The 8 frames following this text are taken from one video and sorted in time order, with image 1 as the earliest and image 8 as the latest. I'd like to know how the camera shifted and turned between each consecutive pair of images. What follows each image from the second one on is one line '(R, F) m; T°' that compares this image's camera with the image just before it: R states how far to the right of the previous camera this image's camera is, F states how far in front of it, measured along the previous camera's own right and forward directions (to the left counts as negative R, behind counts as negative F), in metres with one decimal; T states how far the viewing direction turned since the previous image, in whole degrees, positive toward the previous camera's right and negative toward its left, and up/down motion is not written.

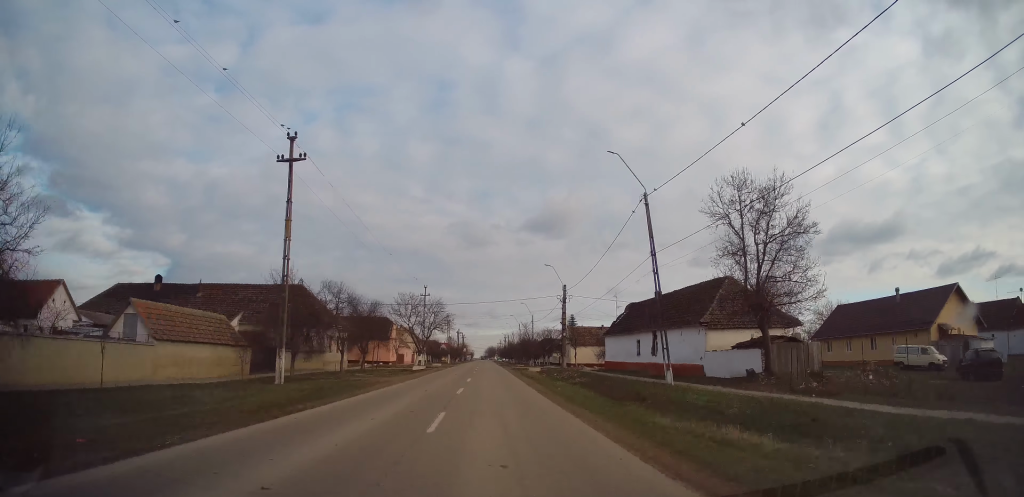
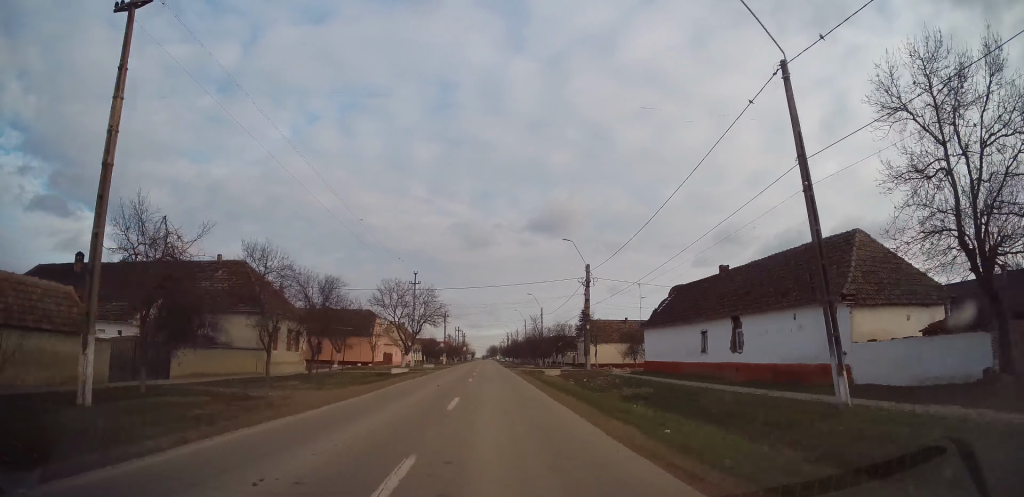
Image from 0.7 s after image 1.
(0.0, +14.3) m; -1°
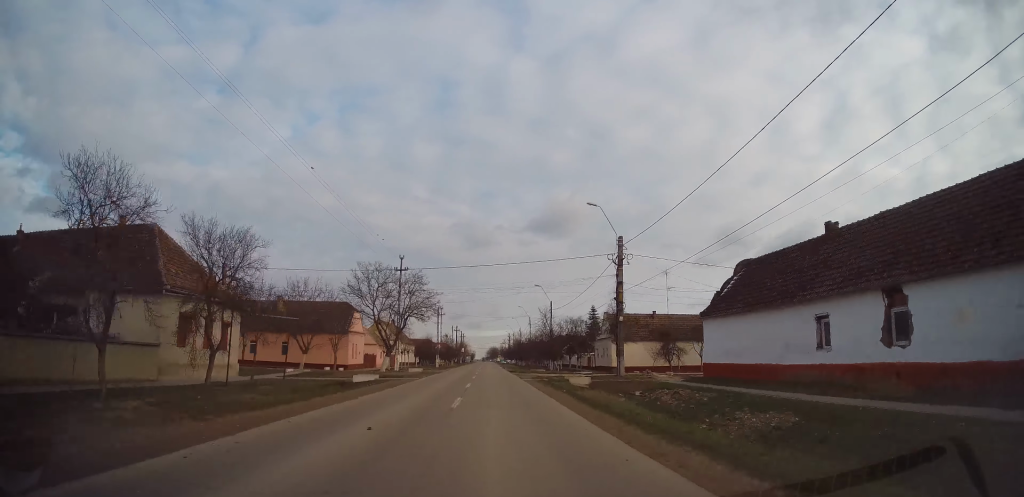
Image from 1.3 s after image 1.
(-0.3, +12.7) m; 0°
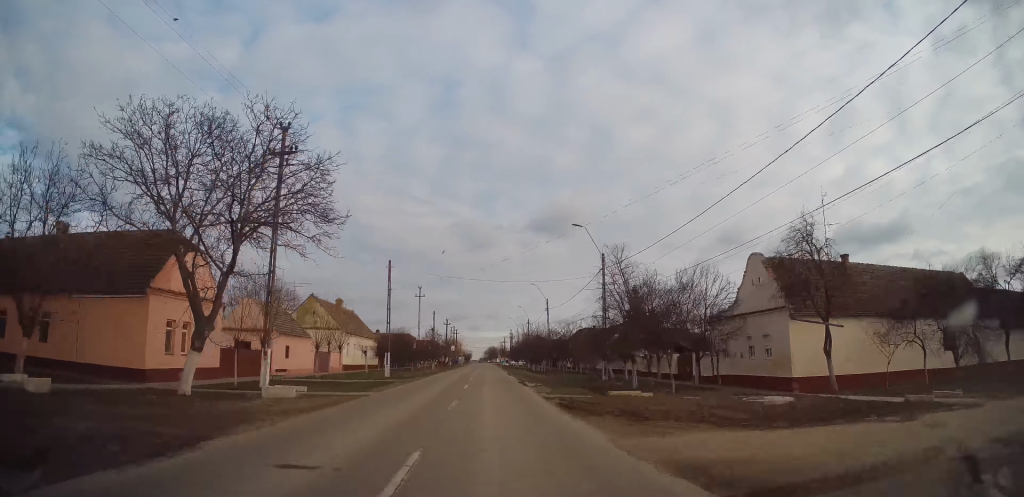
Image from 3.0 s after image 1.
(+0.4, +36.1) m; 0°
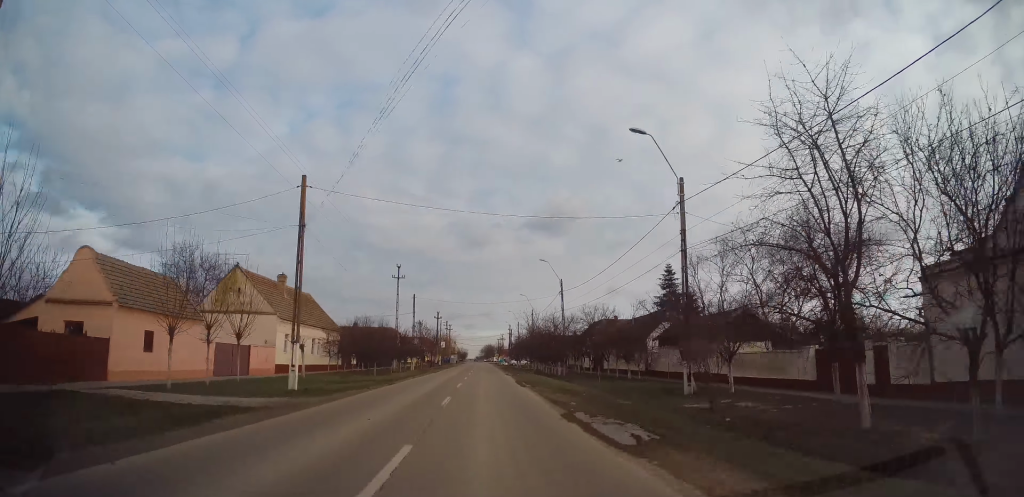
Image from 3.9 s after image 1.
(-0.2, +17.7) m; -1°
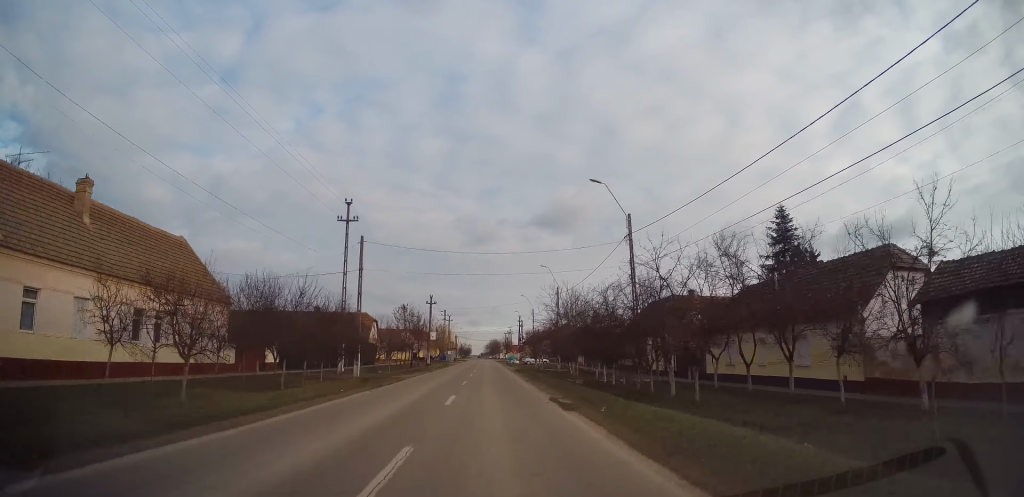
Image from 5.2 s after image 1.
(+0.2, +27.4) m; 0°
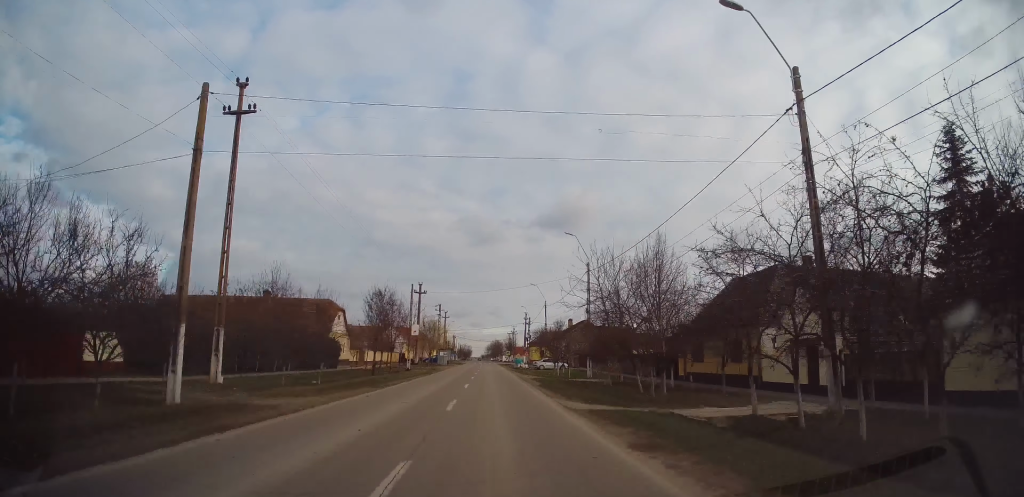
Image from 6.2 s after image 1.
(-0.2, +19.0) m; 0°
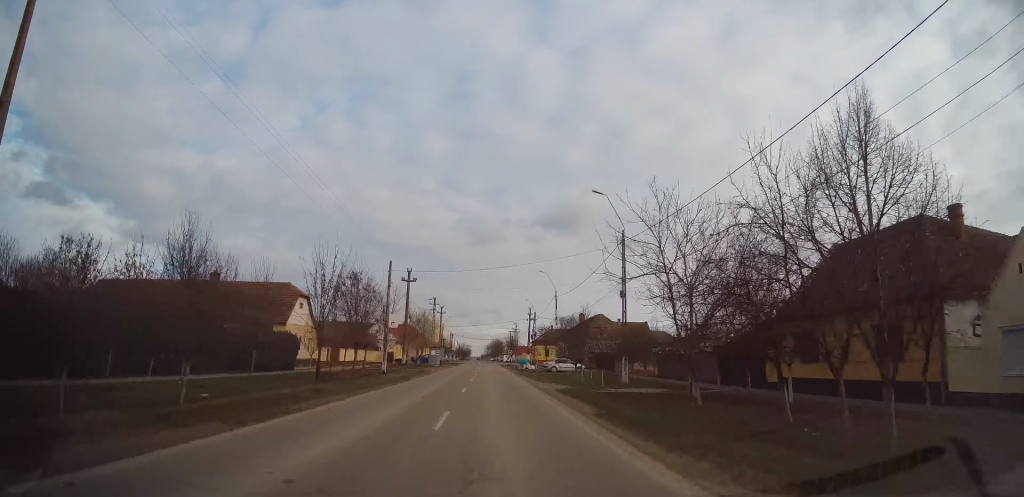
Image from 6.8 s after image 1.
(0.0, +12.2) m; +1°
